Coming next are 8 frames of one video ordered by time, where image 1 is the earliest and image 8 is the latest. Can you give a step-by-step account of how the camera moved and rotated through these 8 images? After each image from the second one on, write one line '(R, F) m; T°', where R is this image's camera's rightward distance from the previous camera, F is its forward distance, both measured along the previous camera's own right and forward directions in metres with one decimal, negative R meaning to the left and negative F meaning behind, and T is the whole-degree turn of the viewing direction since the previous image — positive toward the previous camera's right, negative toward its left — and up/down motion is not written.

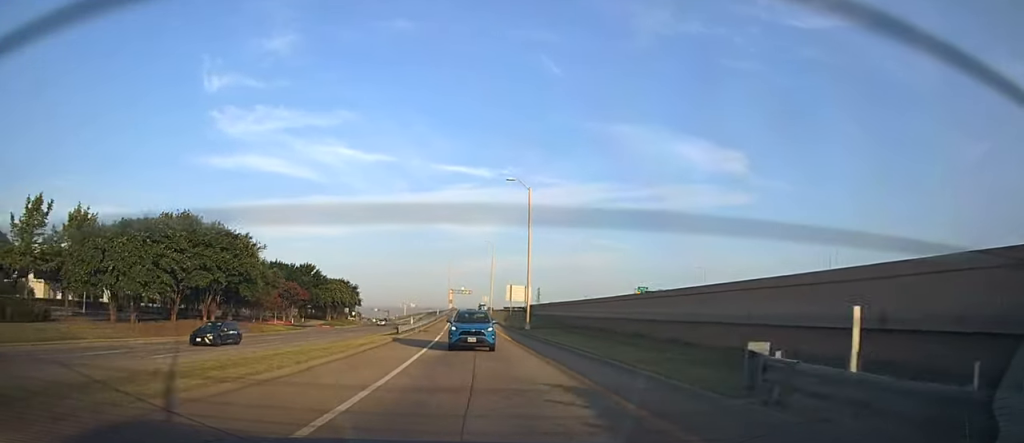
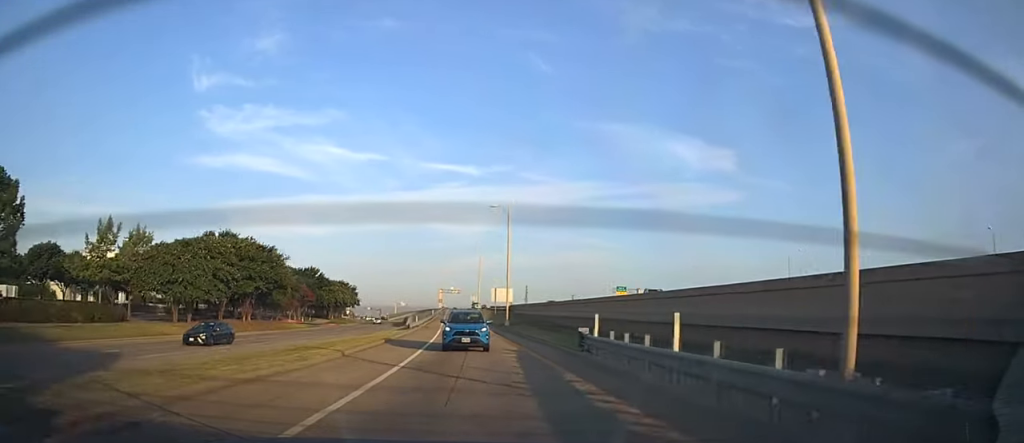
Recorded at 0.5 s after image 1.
(0.0, +12.3) m; 0°
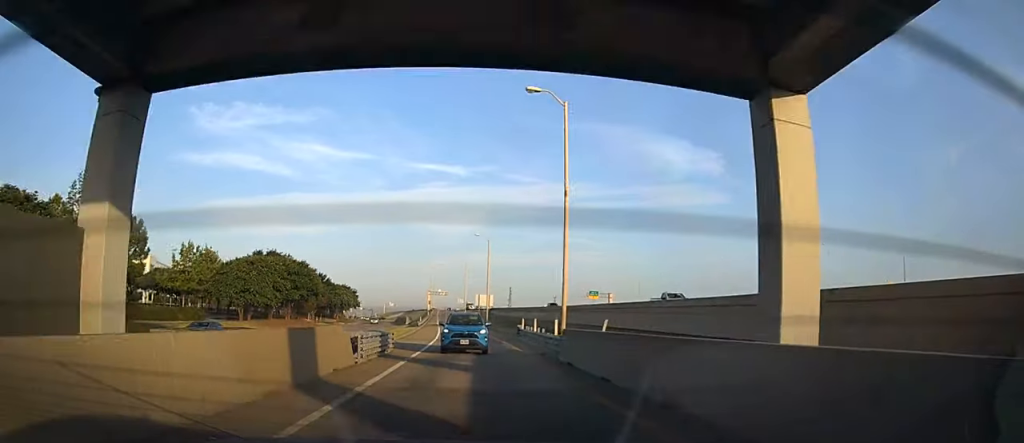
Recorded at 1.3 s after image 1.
(-0.2, +20.5) m; 0°
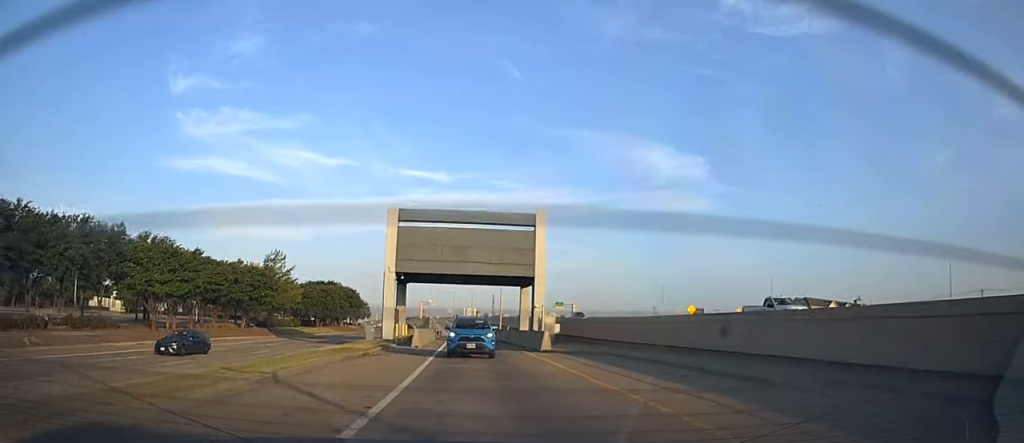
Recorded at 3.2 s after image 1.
(+1.1, +45.3) m; +3°
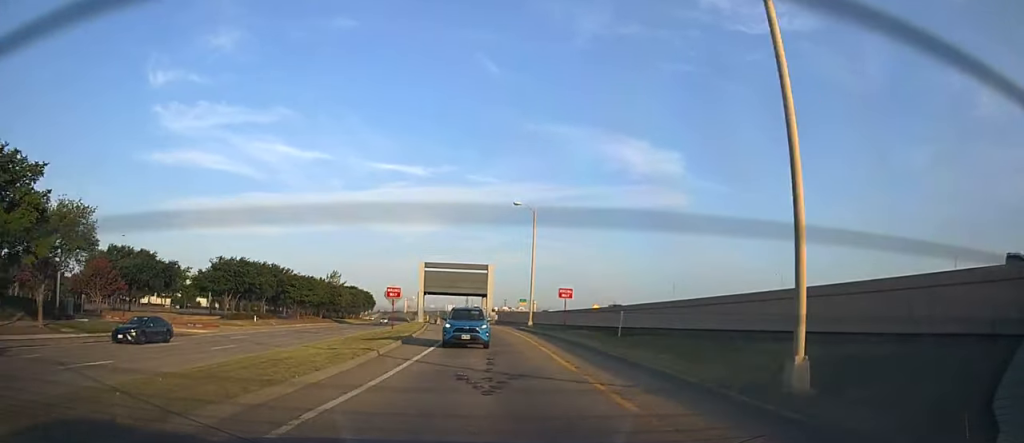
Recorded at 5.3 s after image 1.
(+1.6, +51.1) m; +2°
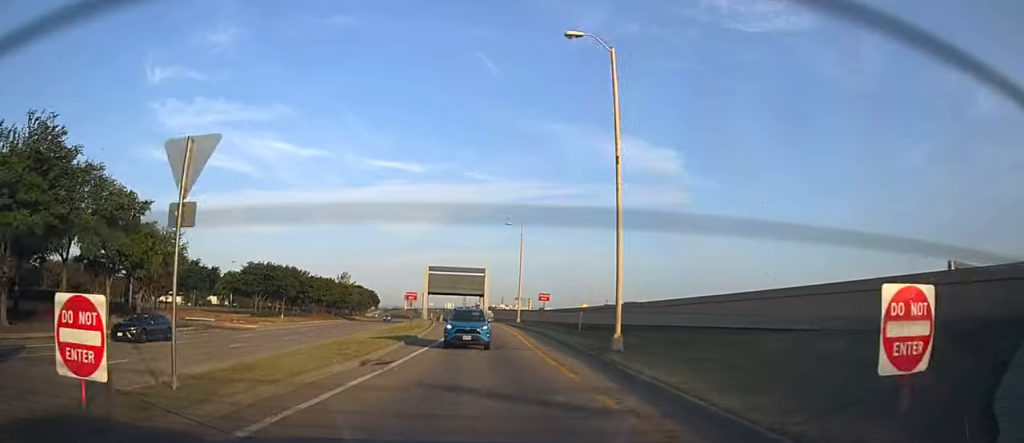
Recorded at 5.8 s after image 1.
(0.0, +11.9) m; 0°
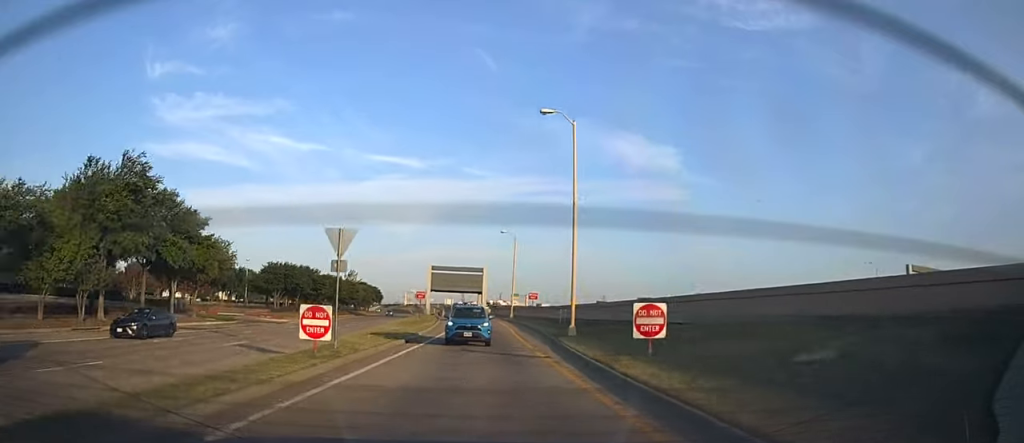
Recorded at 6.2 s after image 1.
(-0.1, +9.6) m; 0°
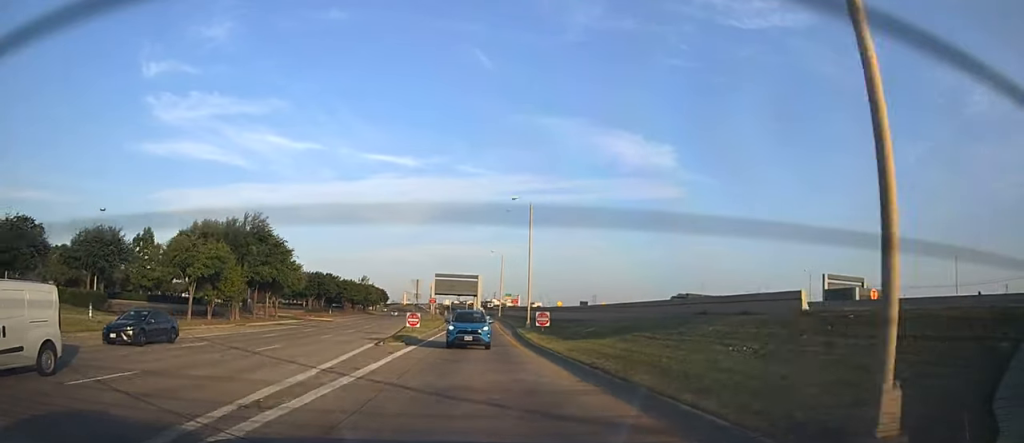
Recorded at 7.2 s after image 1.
(+0.4, +23.1) m; +2°
